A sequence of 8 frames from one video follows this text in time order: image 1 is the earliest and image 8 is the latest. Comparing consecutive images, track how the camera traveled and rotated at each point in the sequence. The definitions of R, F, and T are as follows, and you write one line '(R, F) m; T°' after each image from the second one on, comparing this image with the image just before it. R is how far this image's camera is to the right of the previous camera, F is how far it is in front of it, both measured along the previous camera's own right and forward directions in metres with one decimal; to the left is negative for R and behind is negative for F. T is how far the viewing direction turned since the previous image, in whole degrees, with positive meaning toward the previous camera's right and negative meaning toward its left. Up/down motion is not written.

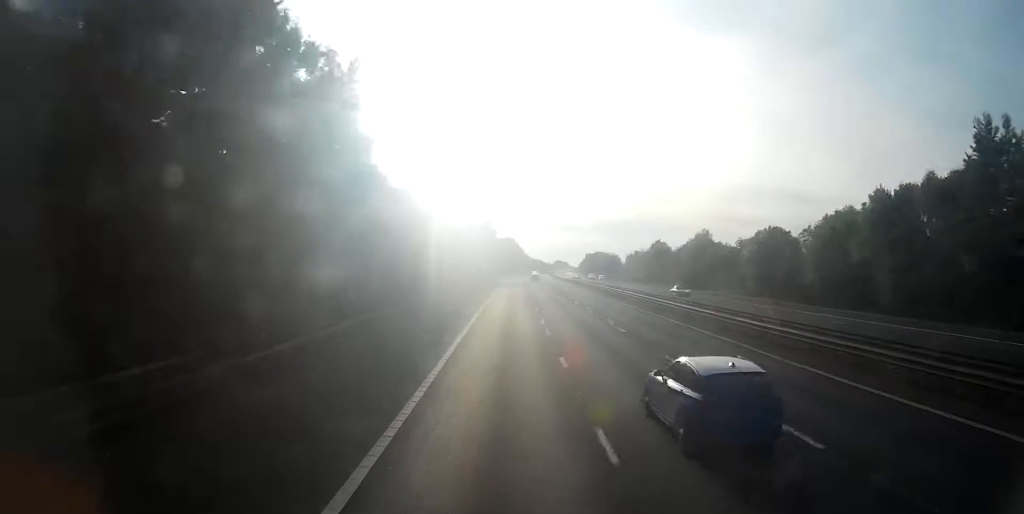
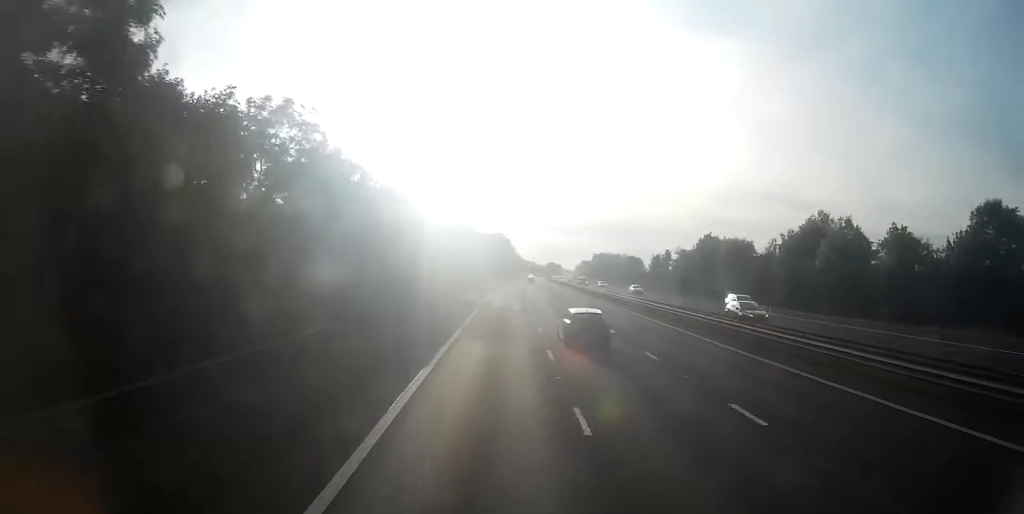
(+0.1, +52.8) m; 0°
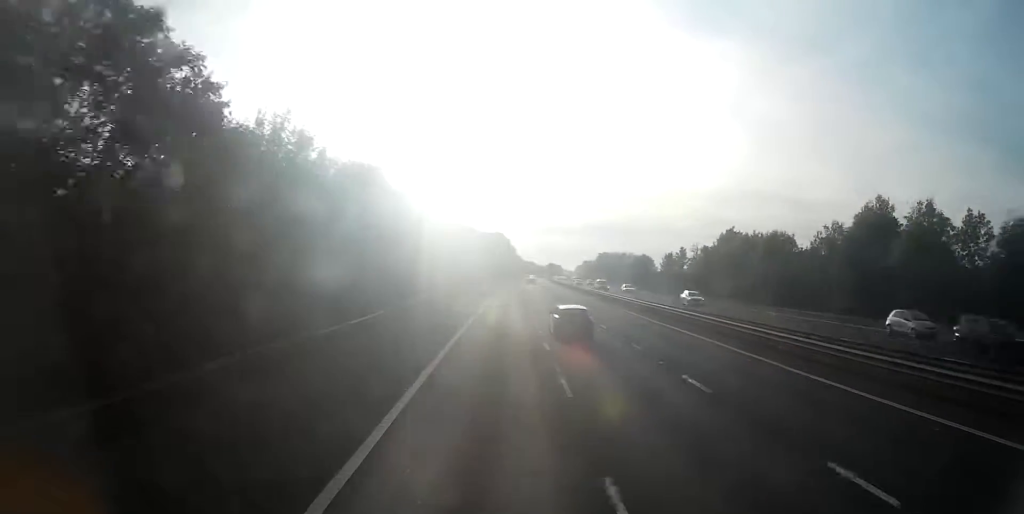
(0.0, +13.7) m; 0°
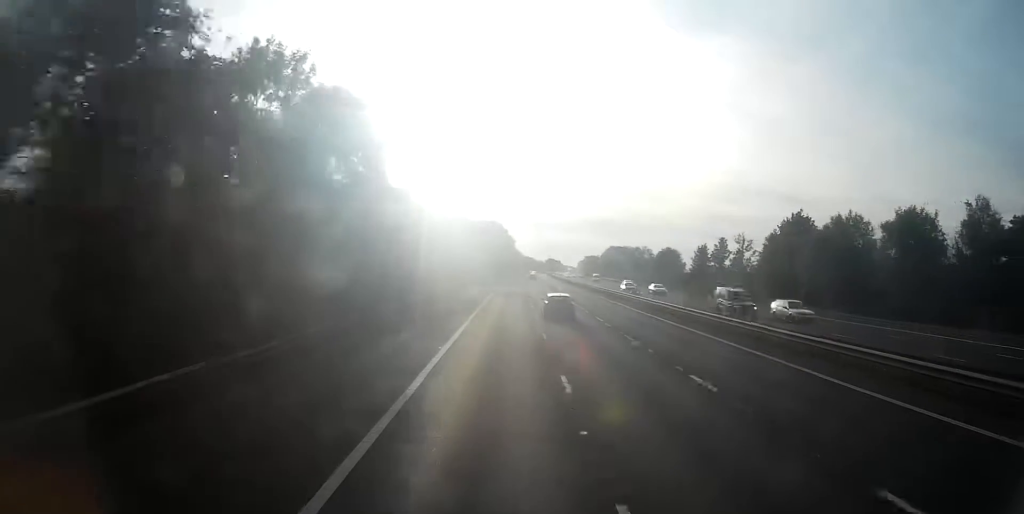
(+0.2, +28.3) m; +1°
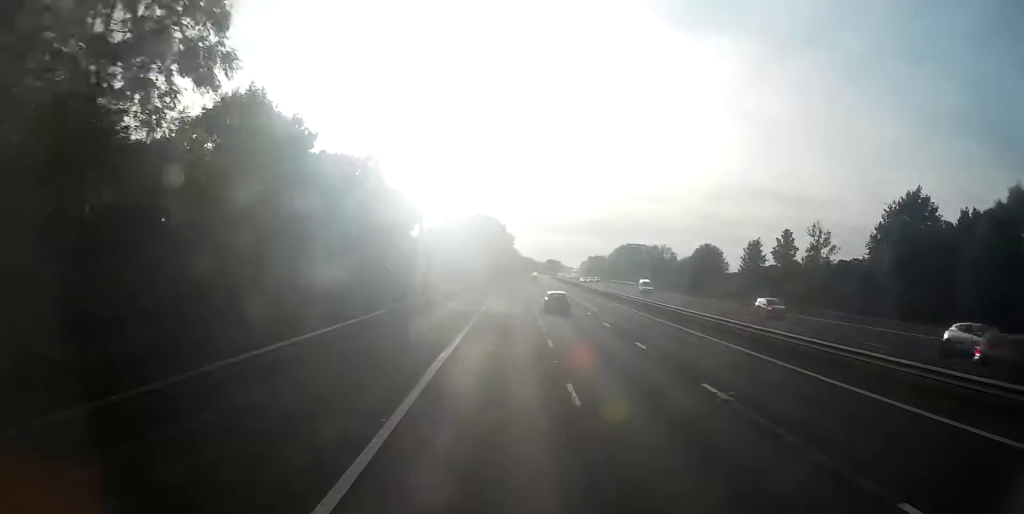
(+0.2, +28.4) m; +1°
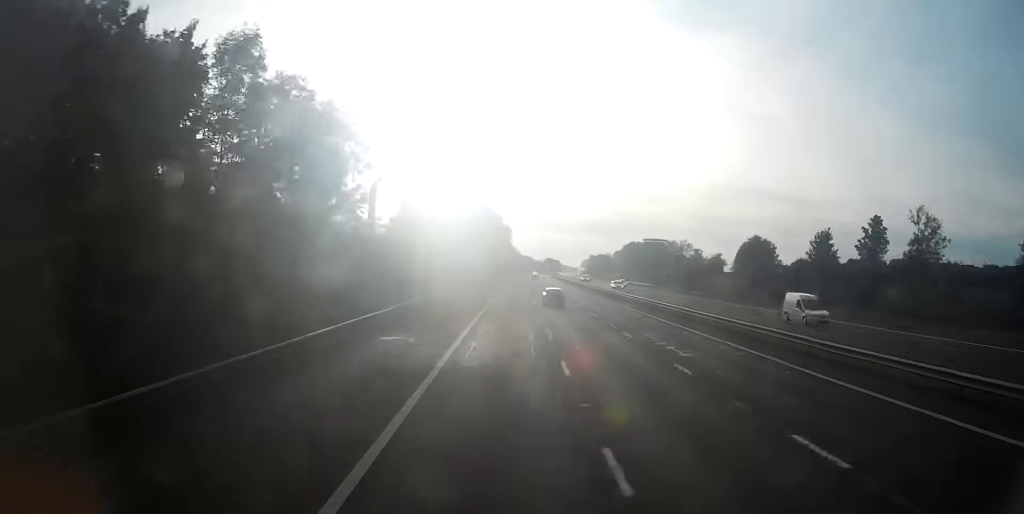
(0.0, +23.9) m; 0°
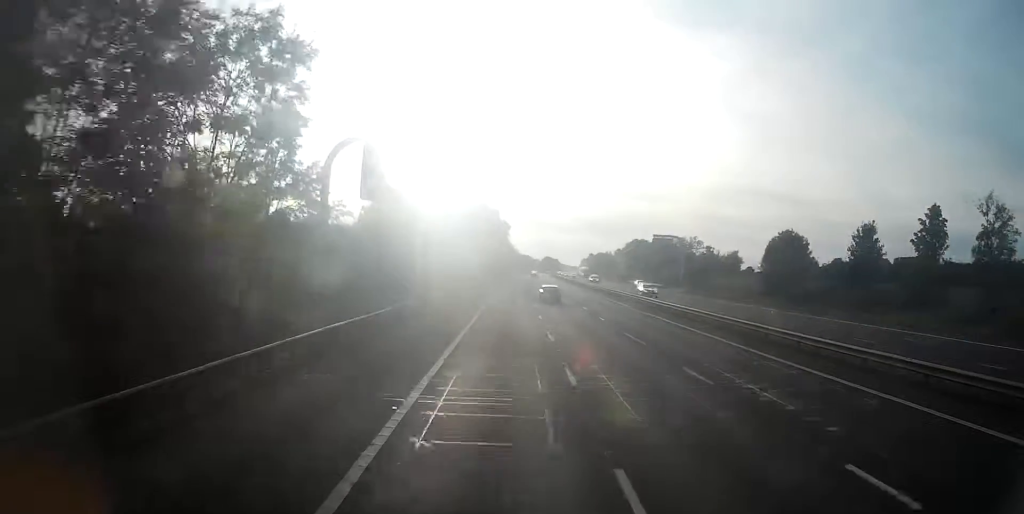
(0.0, +11.0) m; 0°
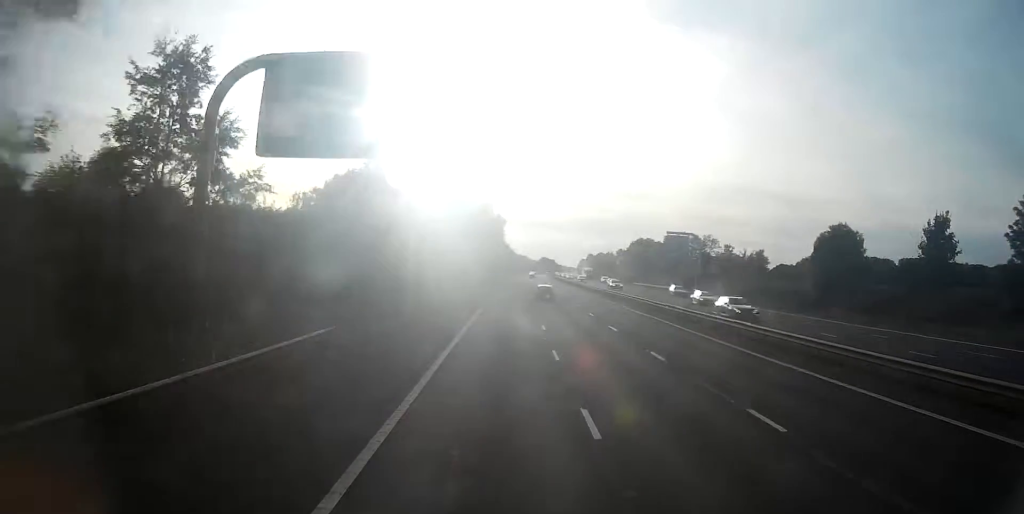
(0.0, +13.8) m; 0°
